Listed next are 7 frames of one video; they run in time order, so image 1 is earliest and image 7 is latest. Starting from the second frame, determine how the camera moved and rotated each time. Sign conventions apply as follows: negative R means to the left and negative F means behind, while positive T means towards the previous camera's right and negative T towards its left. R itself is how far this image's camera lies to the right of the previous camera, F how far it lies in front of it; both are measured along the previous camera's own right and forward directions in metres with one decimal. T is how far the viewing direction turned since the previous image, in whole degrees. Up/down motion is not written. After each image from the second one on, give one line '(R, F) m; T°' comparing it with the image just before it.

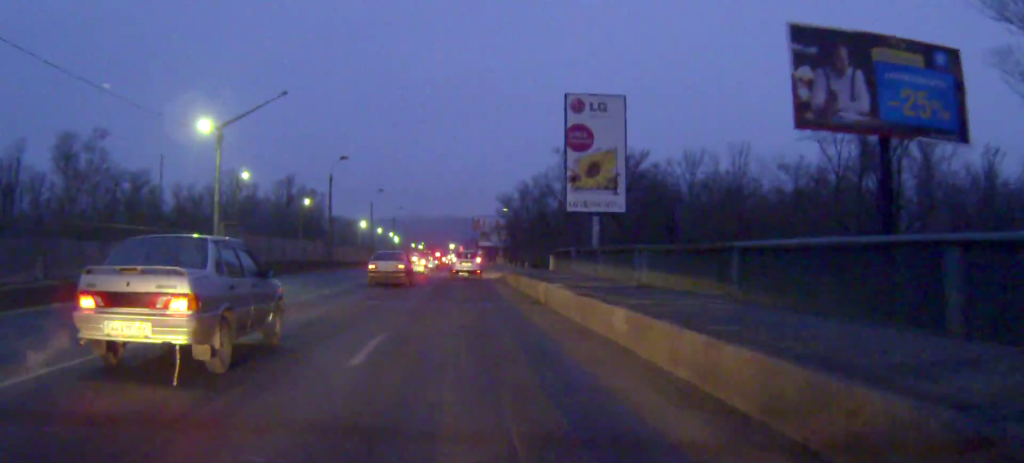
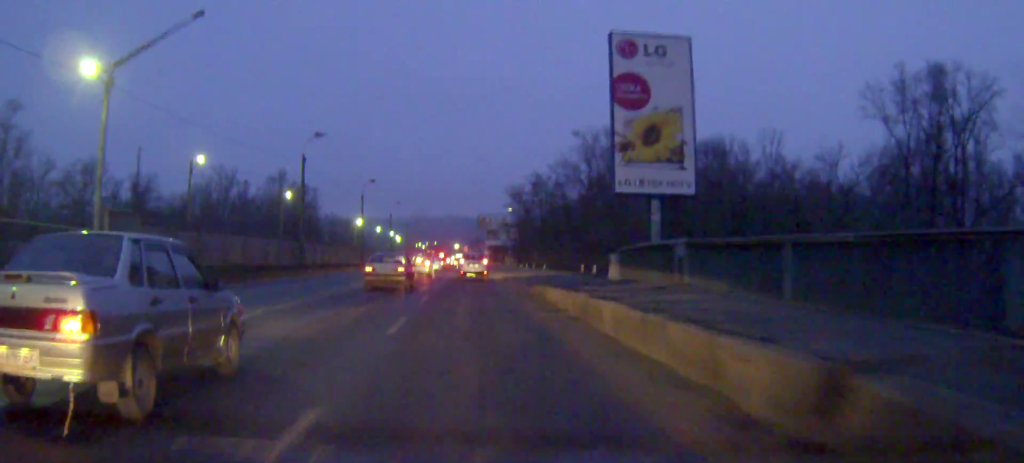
(+0.1, +14.9) m; 0°
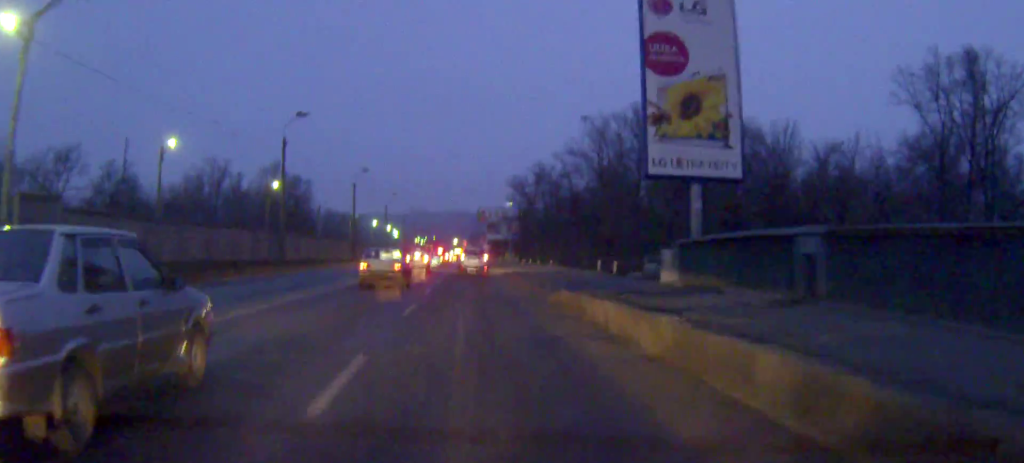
(+0.1, +6.5) m; 0°
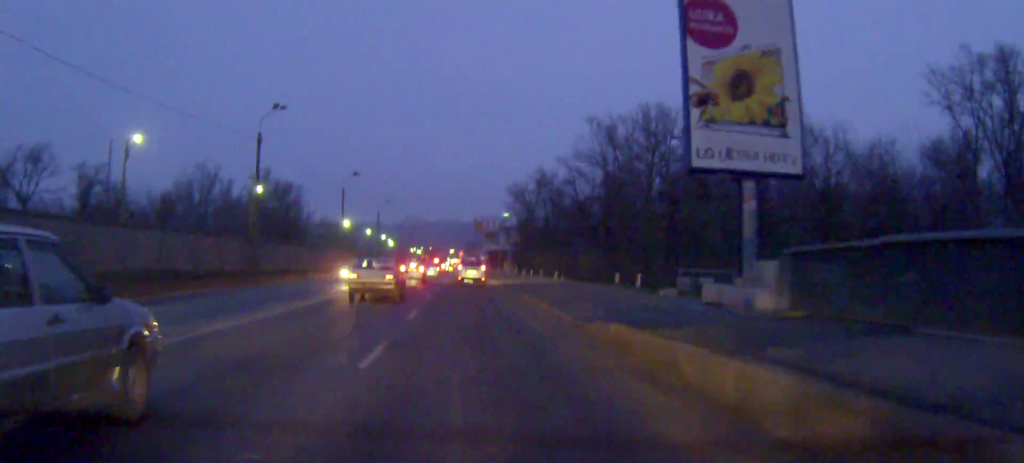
(0.0, +6.0) m; 0°
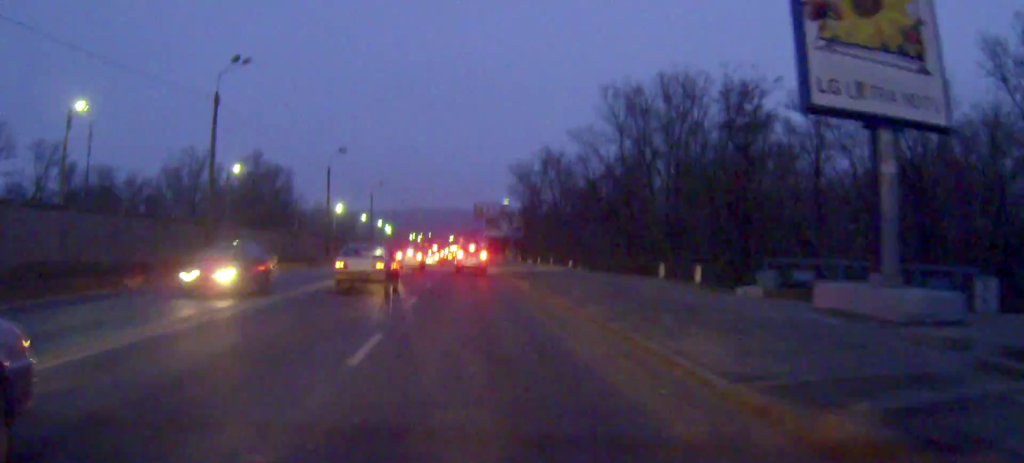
(0.0, +8.3) m; 0°
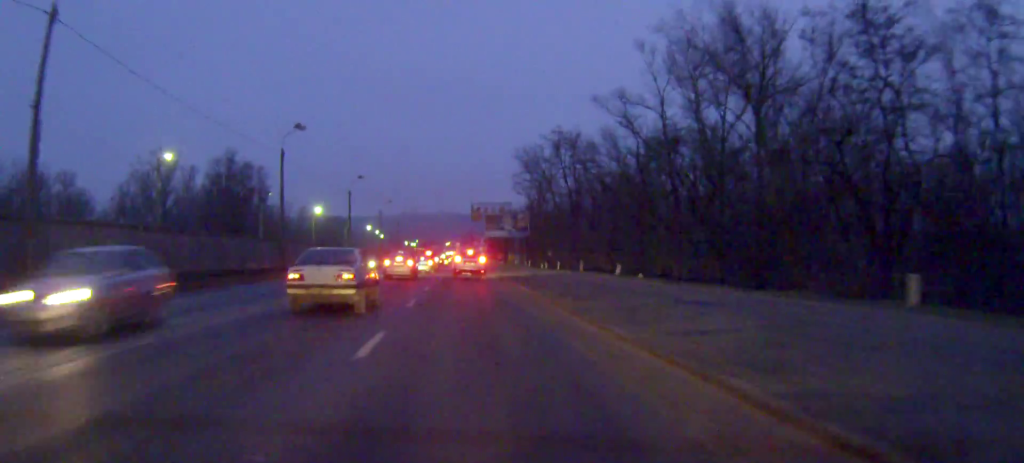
(+0.4, +16.8) m; +2°
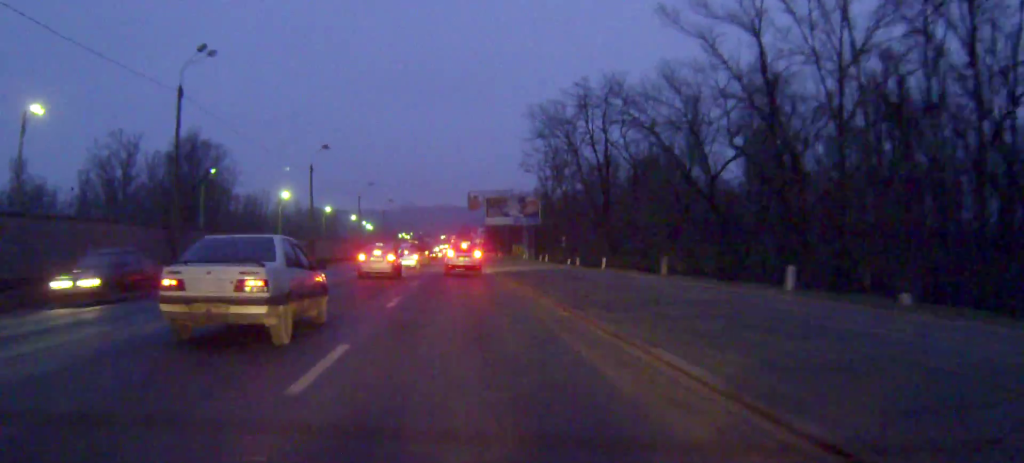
(-0.1, +20.1) m; -2°
